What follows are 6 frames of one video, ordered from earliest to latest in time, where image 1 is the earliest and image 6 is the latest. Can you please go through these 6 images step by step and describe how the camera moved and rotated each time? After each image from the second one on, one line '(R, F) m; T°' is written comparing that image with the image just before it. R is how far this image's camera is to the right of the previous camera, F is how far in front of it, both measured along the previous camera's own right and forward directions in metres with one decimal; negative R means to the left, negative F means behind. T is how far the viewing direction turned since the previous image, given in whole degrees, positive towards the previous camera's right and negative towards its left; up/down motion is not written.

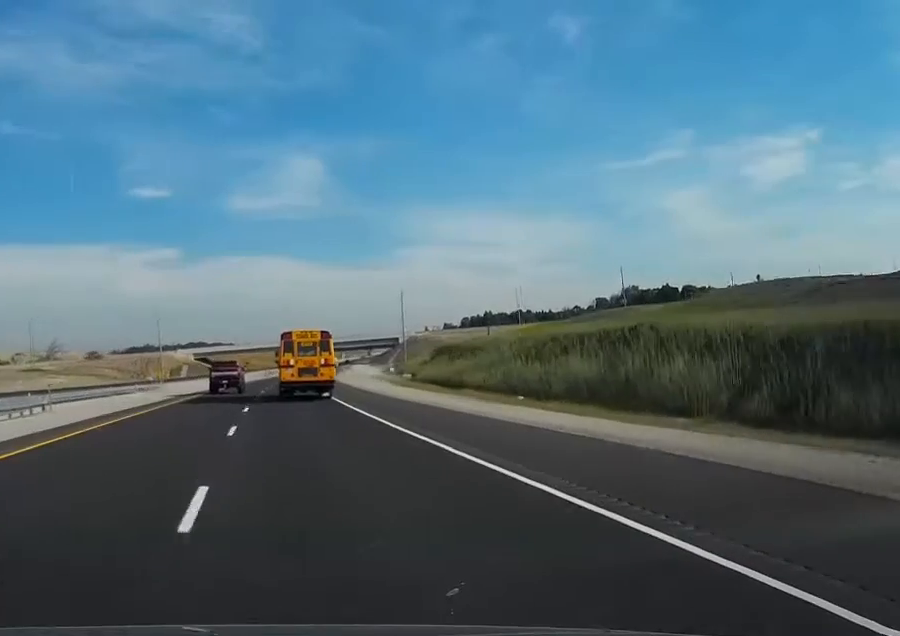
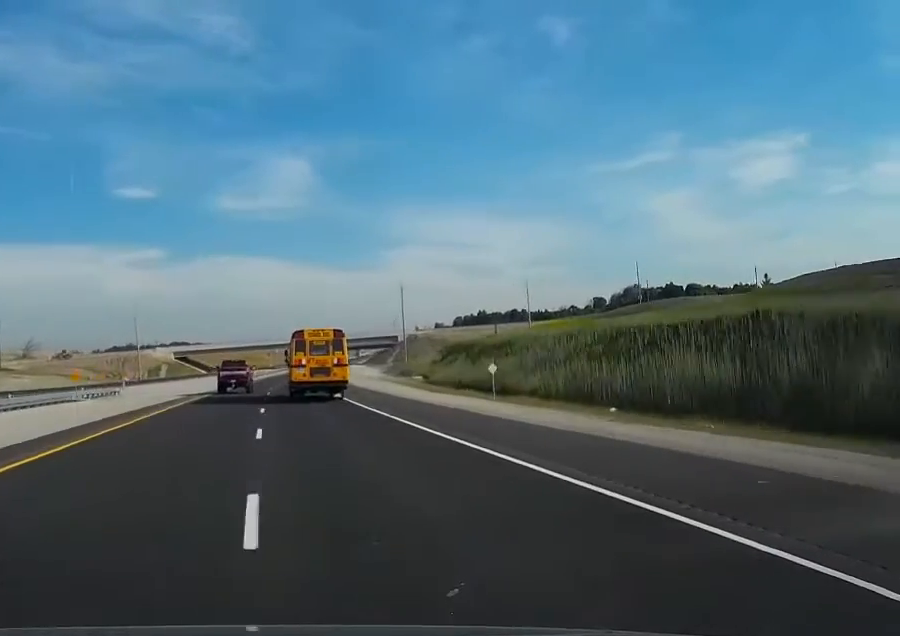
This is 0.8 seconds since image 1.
(+0.2, +24.3) m; +1°
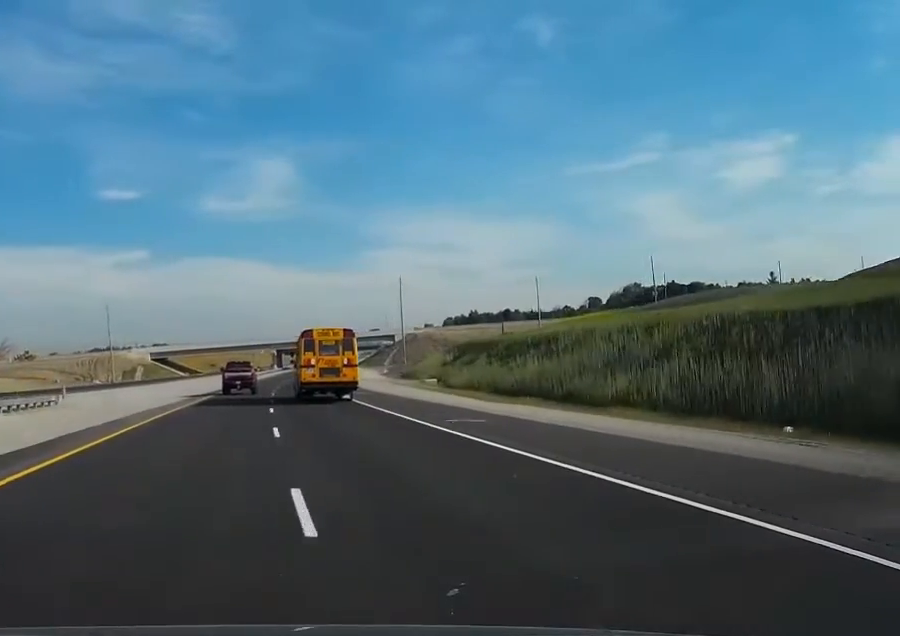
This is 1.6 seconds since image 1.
(+0.2, +23.2) m; +1°
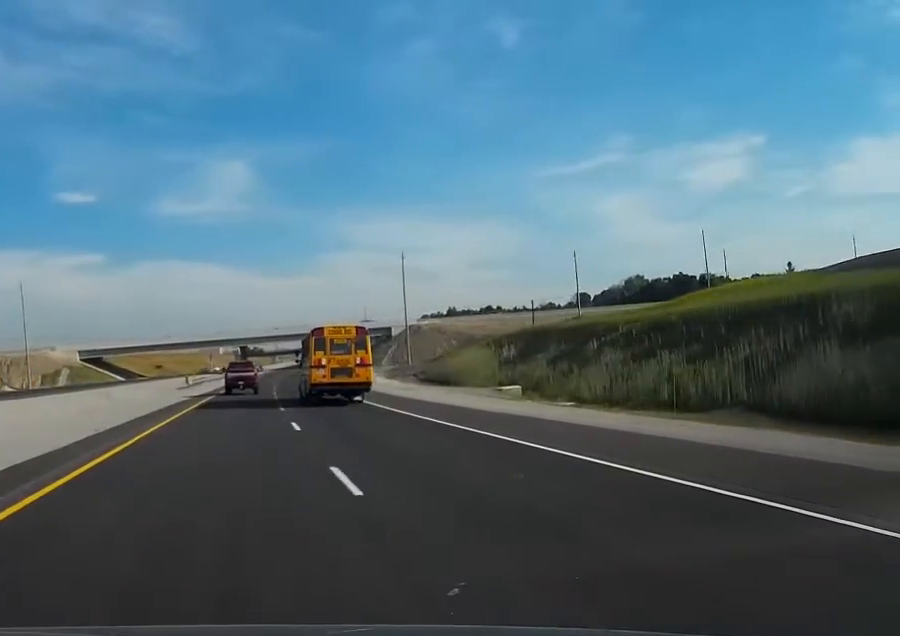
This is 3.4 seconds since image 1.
(+1.2, +56.5) m; +3°
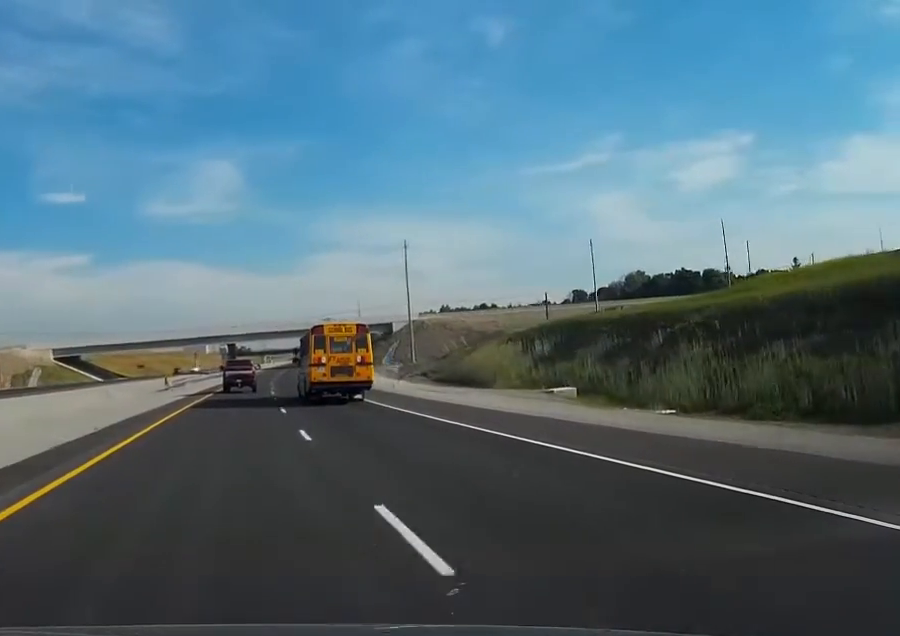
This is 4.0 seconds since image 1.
(0.0, +16.1) m; +1°
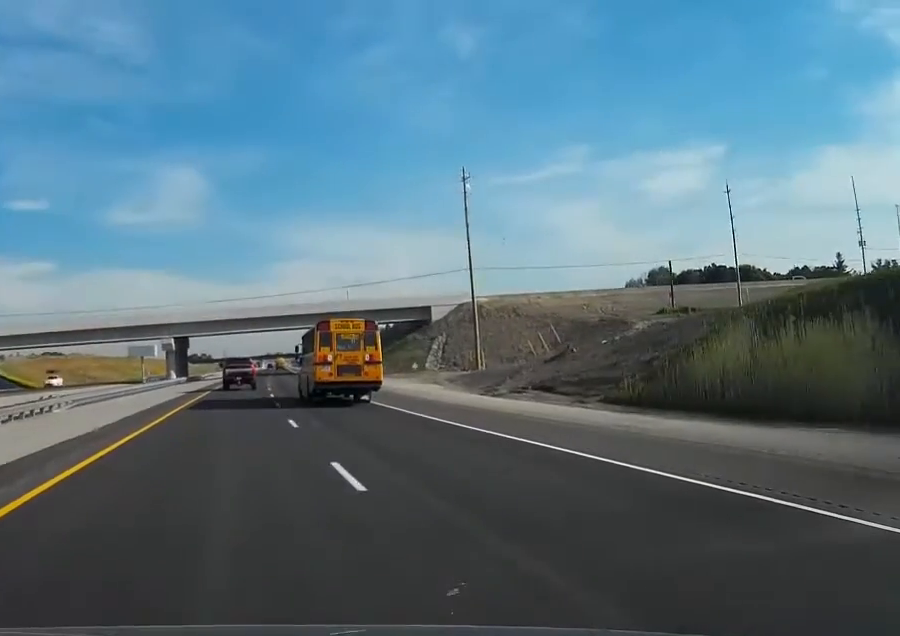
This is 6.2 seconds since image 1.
(+1.7, +66.8) m; +2°
